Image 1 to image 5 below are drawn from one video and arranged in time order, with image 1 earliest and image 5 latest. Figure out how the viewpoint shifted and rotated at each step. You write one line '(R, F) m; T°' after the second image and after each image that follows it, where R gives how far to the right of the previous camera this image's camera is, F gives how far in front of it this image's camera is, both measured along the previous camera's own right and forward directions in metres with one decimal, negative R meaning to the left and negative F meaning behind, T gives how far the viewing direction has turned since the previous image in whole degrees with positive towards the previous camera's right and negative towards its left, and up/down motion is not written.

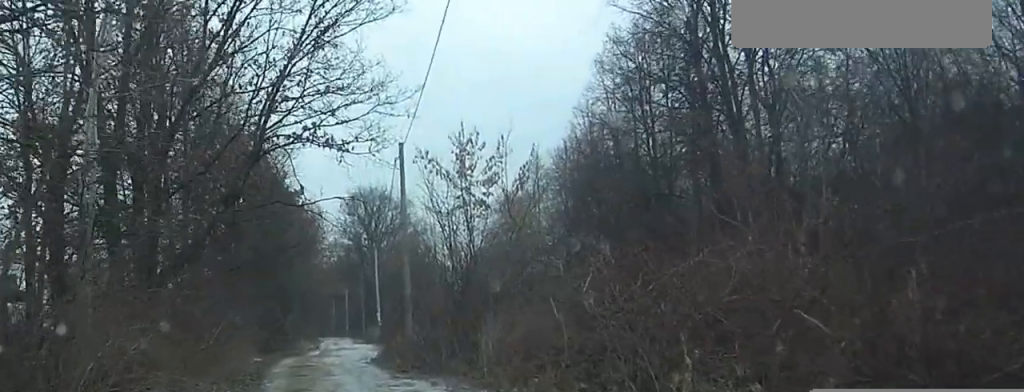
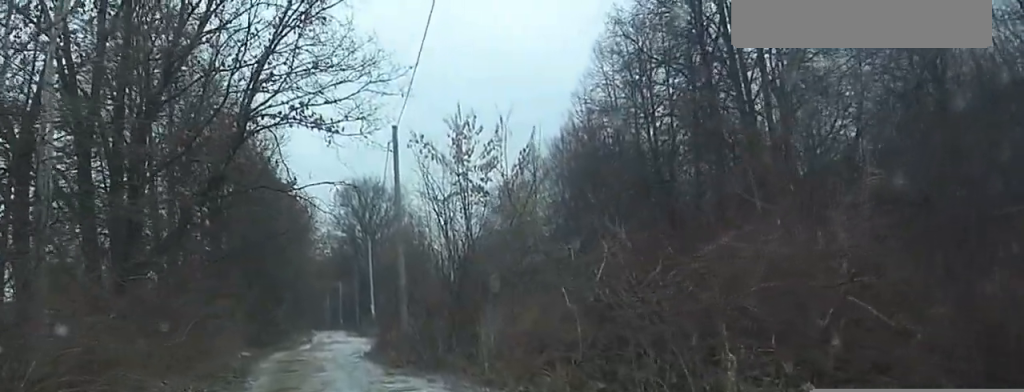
(0.0, +1.4) m; 0°
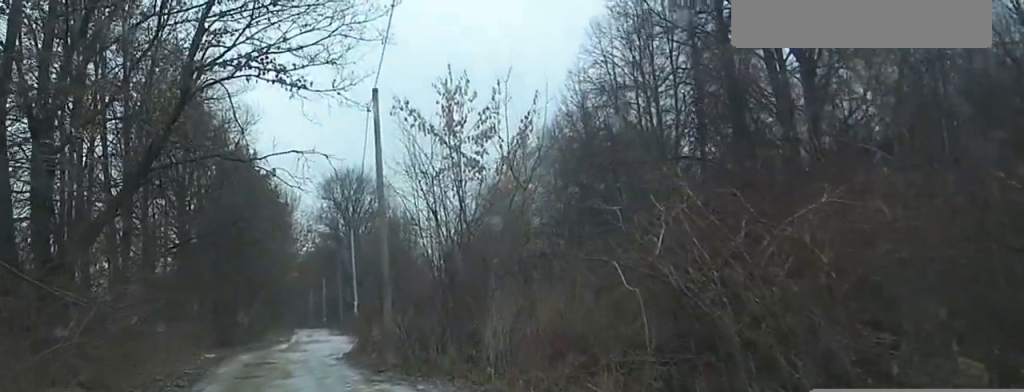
(0.0, +3.6) m; +2°
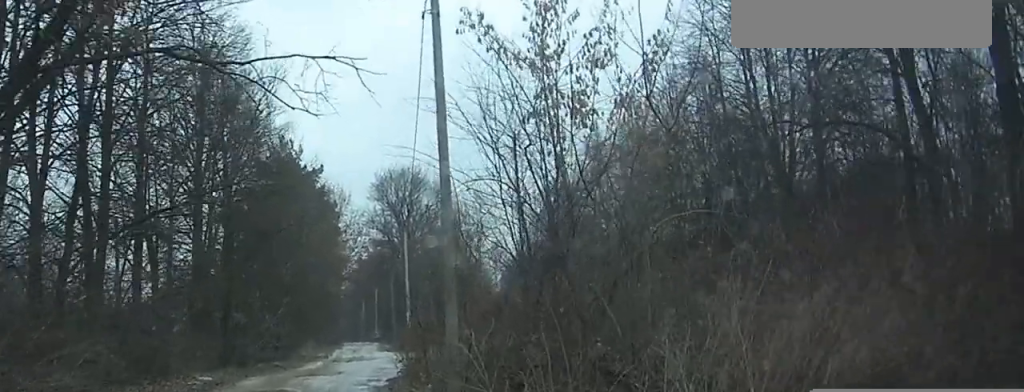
(-0.1, +8.2) m; -2°
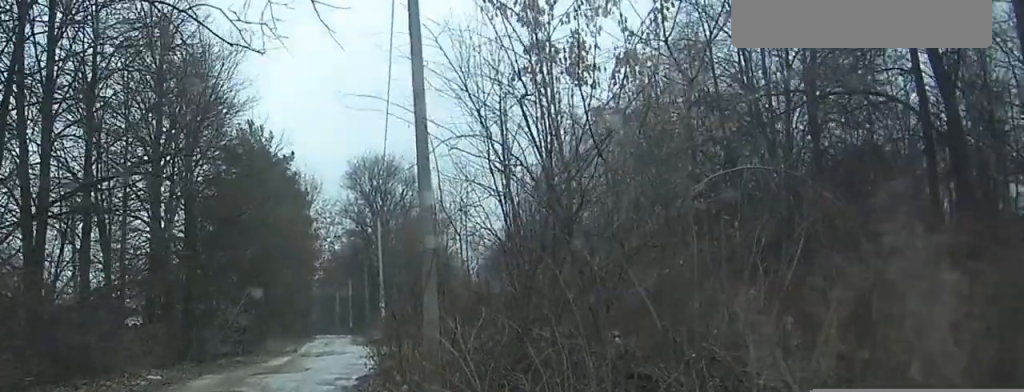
(0.0, +2.7) m; -1°
